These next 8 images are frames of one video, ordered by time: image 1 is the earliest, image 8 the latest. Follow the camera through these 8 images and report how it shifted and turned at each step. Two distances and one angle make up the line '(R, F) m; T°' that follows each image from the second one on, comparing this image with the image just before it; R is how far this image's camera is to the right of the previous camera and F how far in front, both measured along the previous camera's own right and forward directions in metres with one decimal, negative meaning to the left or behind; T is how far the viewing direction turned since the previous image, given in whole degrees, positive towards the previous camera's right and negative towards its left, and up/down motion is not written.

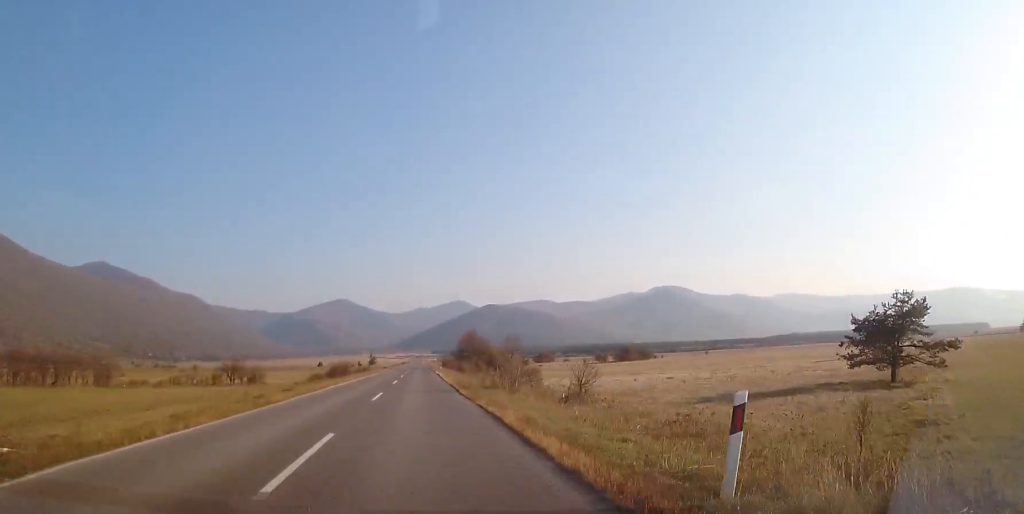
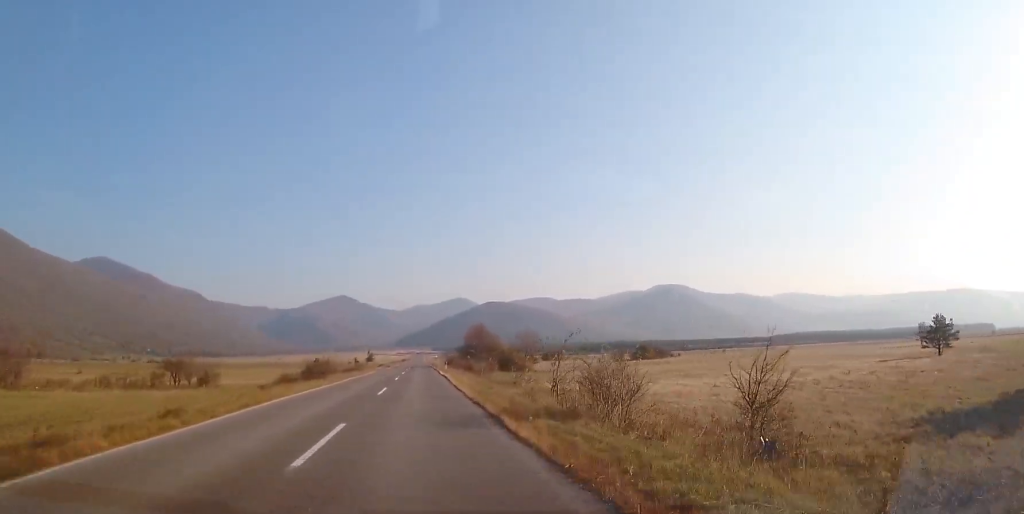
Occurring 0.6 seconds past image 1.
(+0.1, +13.1) m; 0°
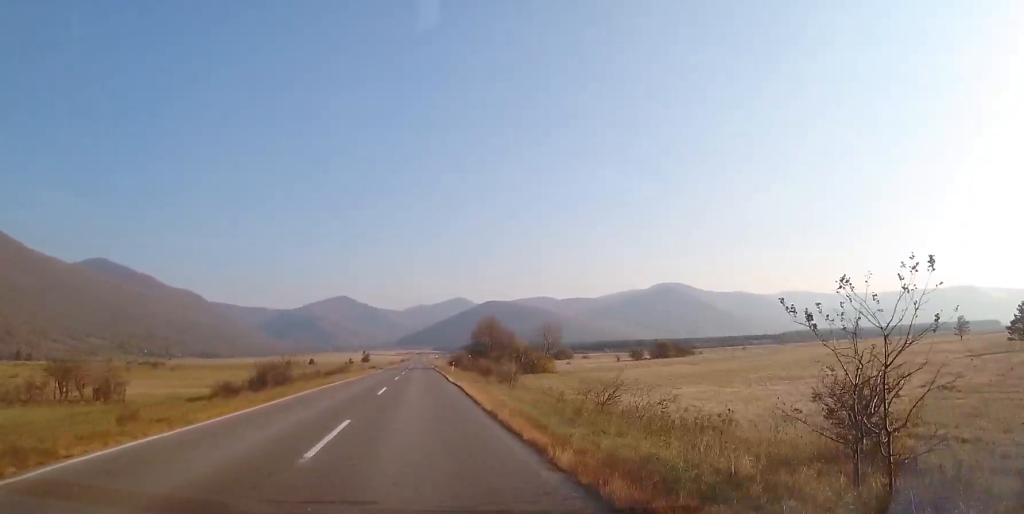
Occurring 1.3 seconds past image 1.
(0.0, +14.6) m; 0°
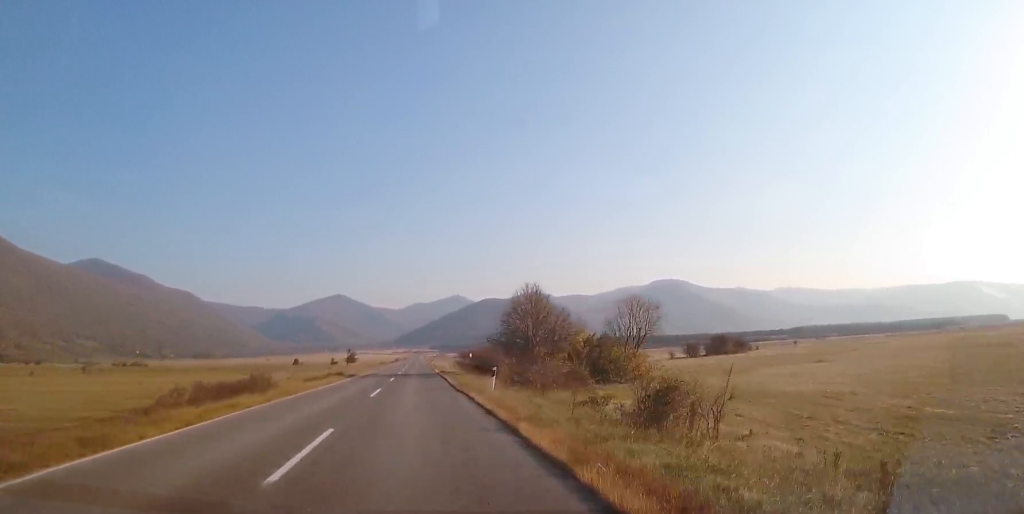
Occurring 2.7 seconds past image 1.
(0.0, +31.6) m; -1°
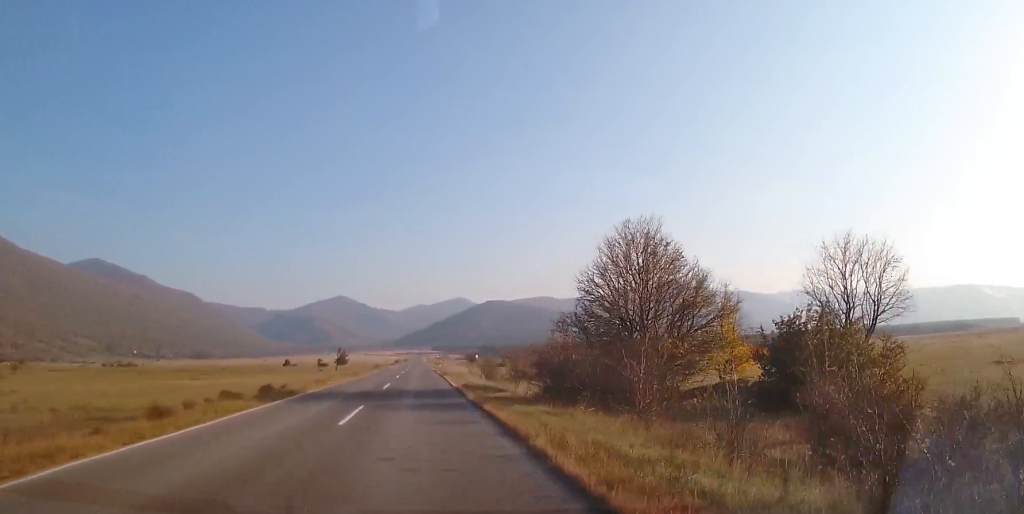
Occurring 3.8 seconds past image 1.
(-0.1, +23.4) m; 0°
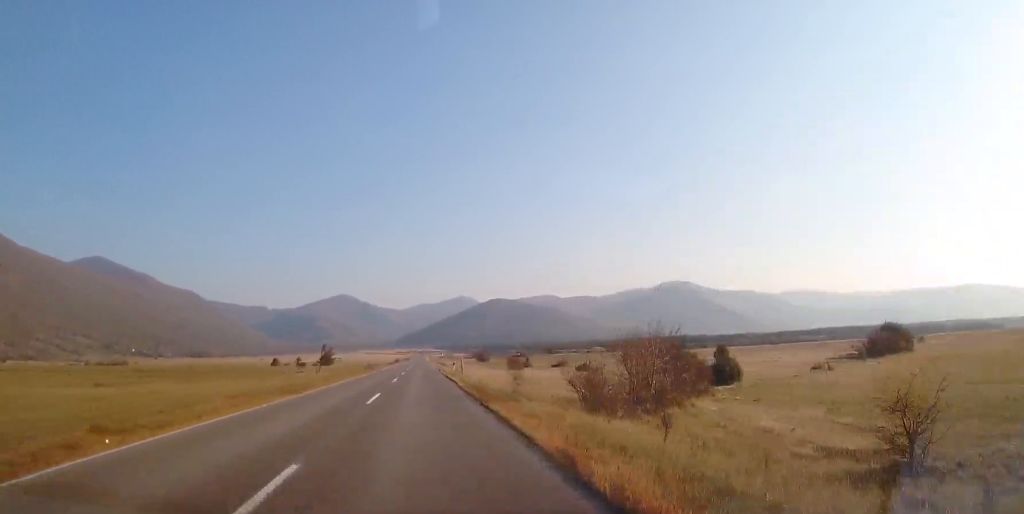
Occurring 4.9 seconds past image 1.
(+0.2, +25.2) m; 0°
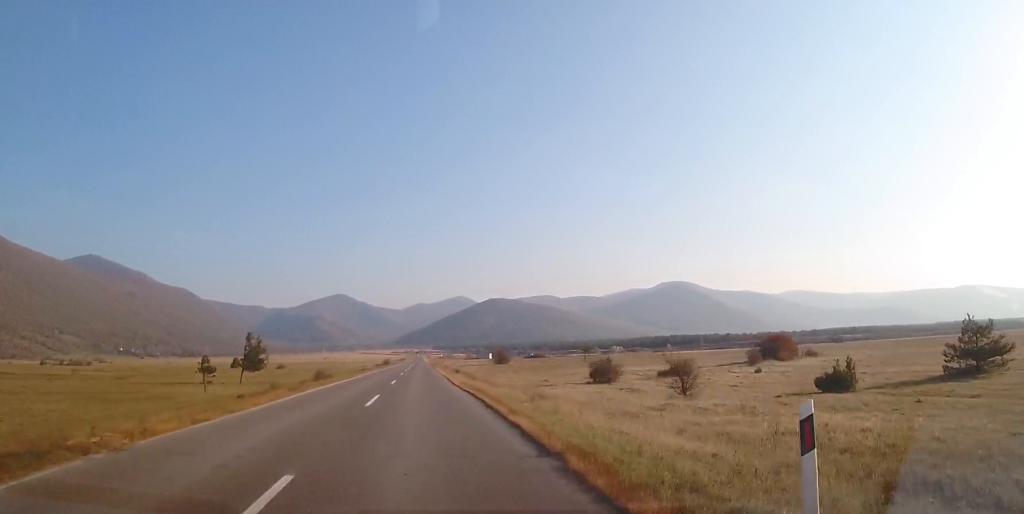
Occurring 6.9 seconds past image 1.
(-0.2, +45.5) m; 0°
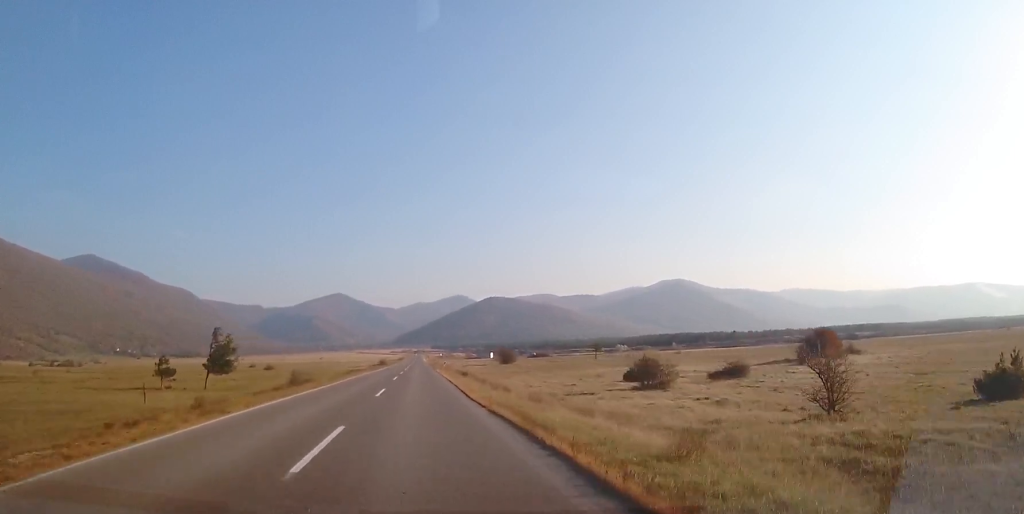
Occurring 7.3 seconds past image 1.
(-0.1, +10.0) m; 0°
